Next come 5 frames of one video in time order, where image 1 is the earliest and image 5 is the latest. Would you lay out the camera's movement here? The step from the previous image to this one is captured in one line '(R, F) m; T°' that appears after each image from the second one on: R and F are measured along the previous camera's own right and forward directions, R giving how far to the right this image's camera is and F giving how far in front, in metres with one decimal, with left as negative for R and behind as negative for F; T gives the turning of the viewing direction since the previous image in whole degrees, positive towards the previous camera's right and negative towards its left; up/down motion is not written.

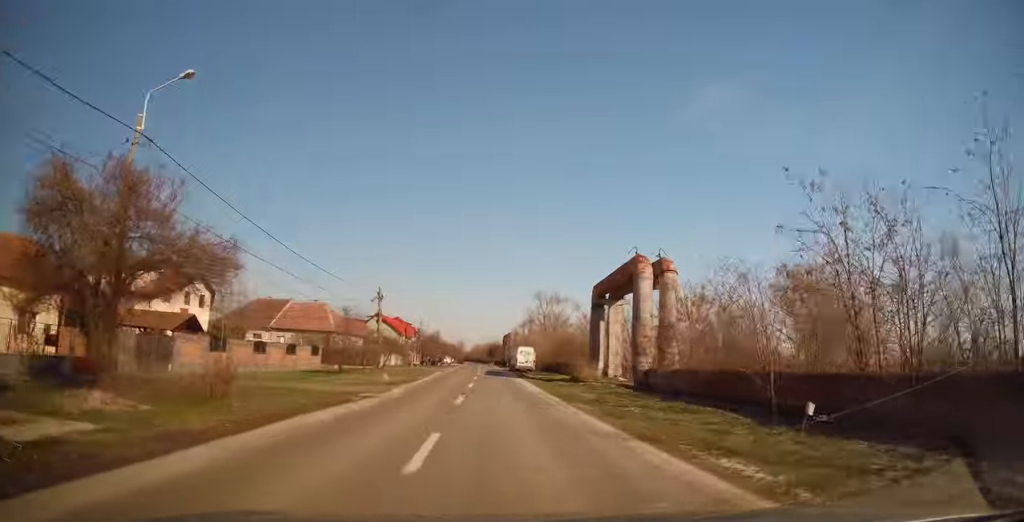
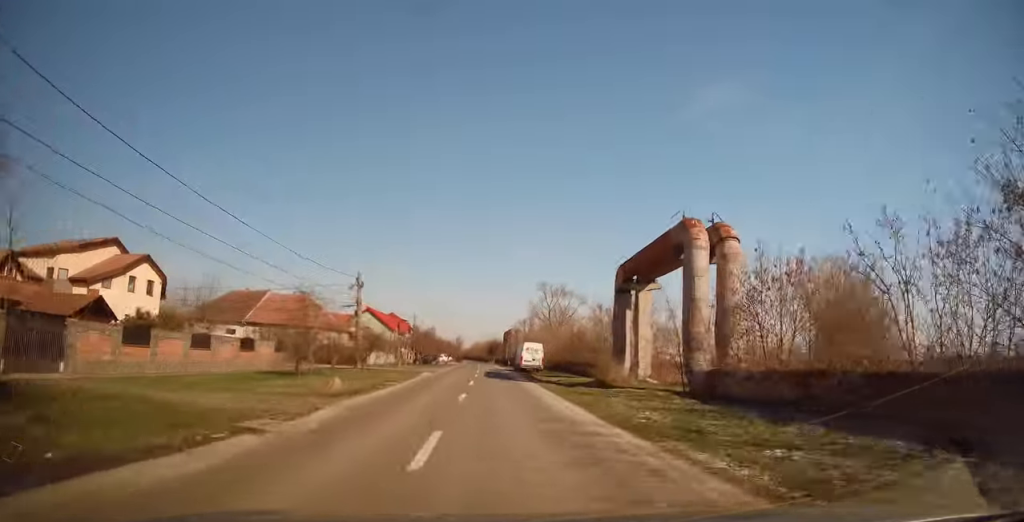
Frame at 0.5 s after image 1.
(+0.2, +8.4) m; 0°
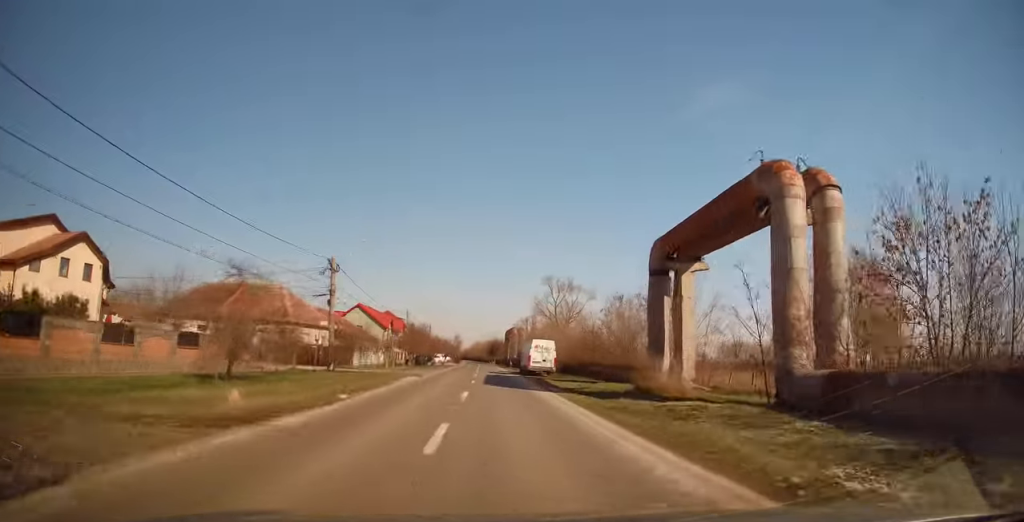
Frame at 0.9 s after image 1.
(+0.2, +7.8) m; 0°
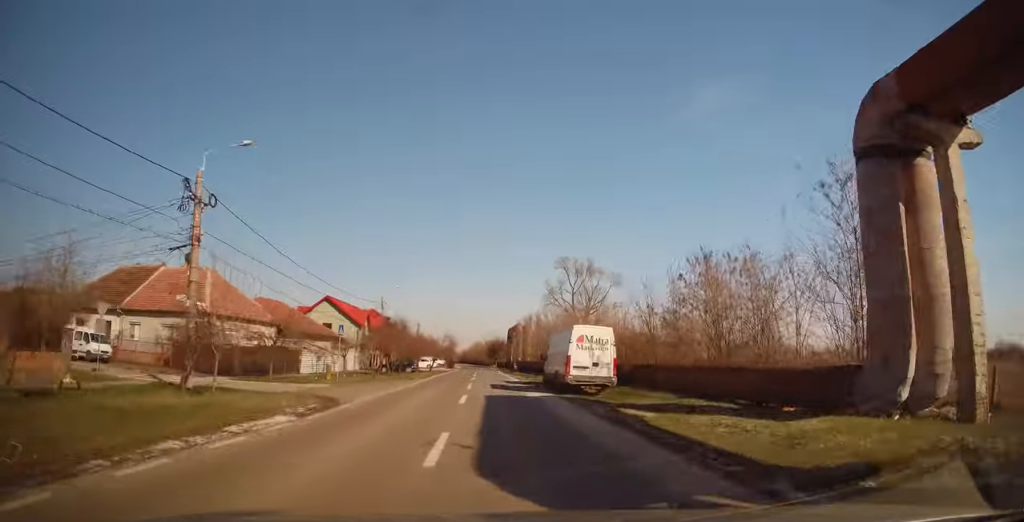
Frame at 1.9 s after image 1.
(-0.3, +18.1) m; -1°
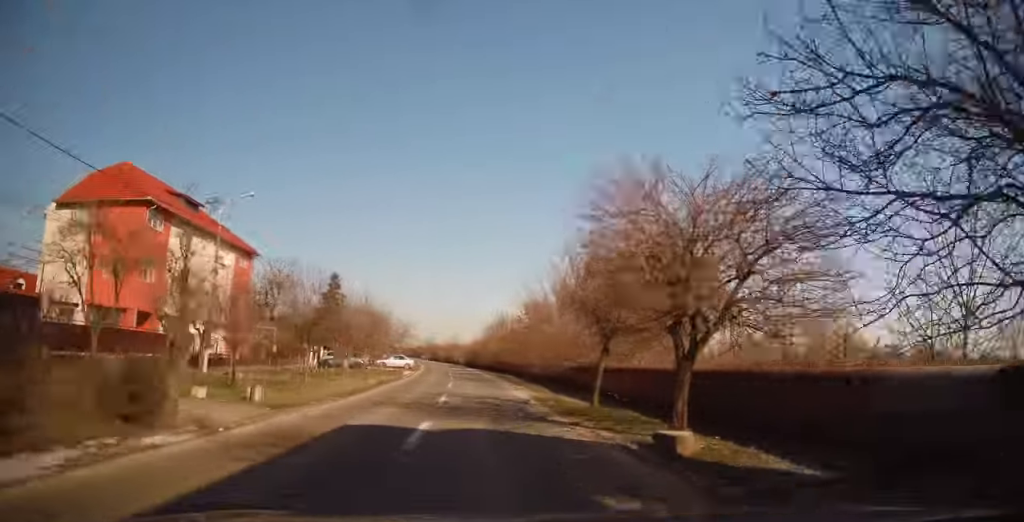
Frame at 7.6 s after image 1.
(+0.3, +107.6) m; -2°
